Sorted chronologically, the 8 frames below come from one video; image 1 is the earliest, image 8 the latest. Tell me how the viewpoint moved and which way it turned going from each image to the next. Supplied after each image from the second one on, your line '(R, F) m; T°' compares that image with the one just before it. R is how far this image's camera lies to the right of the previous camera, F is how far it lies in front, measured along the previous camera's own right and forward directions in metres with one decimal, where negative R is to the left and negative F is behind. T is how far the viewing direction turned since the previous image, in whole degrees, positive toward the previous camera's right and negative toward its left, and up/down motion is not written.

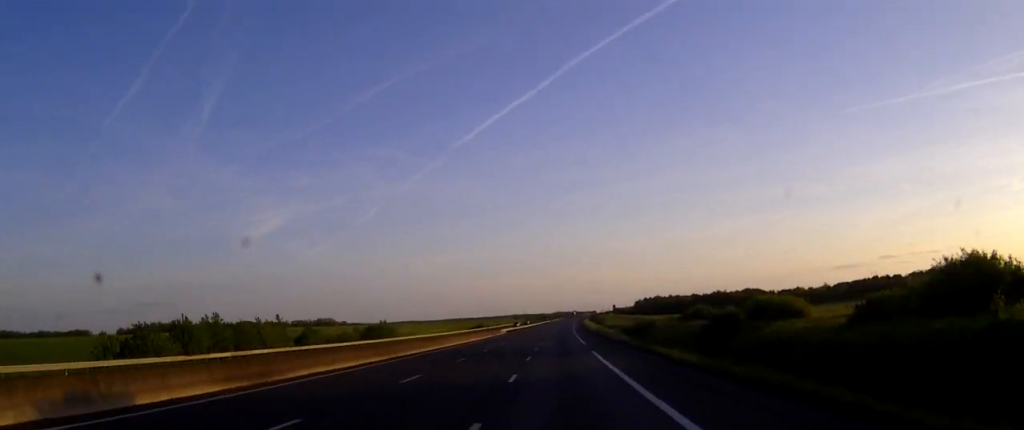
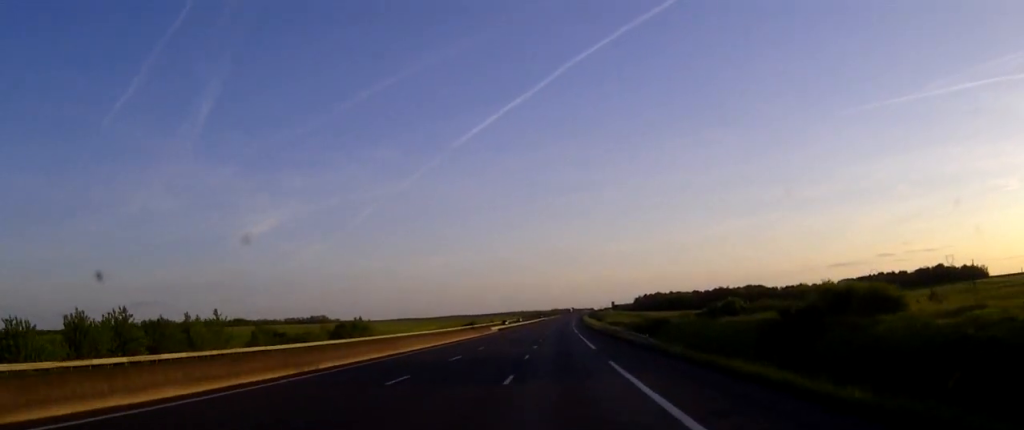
(0.0, +15.5) m; 0°
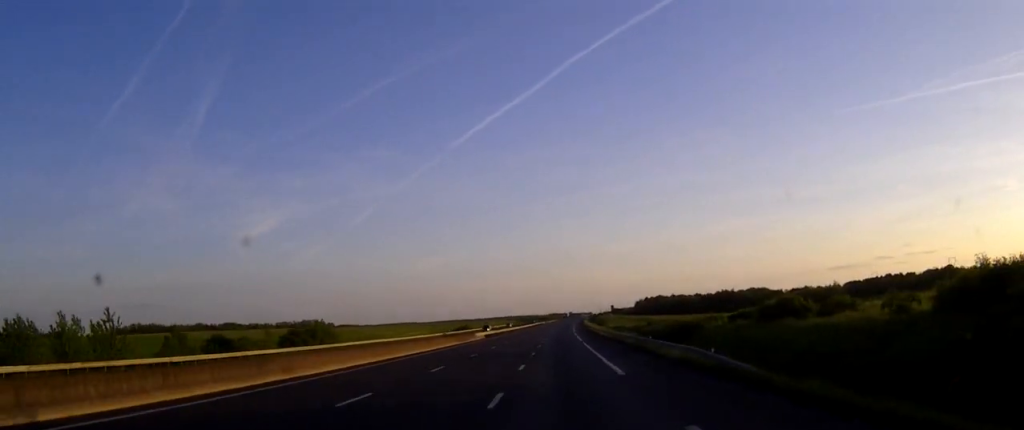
(+0.1, +18.2) m; 0°
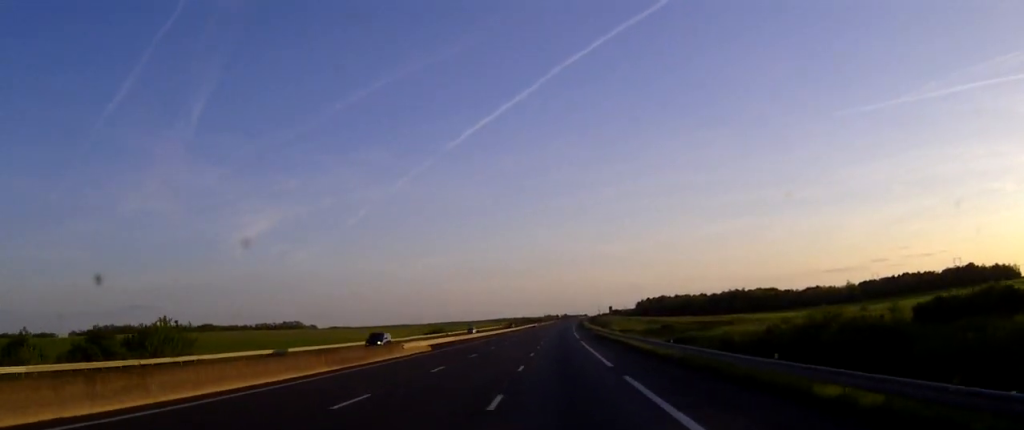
(0.0, +40.0) m; 0°
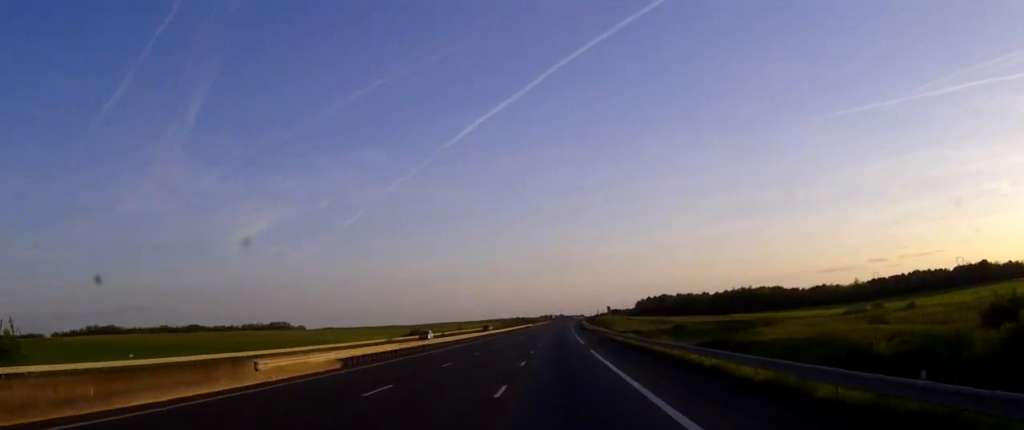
(0.0, +23.7) m; 0°
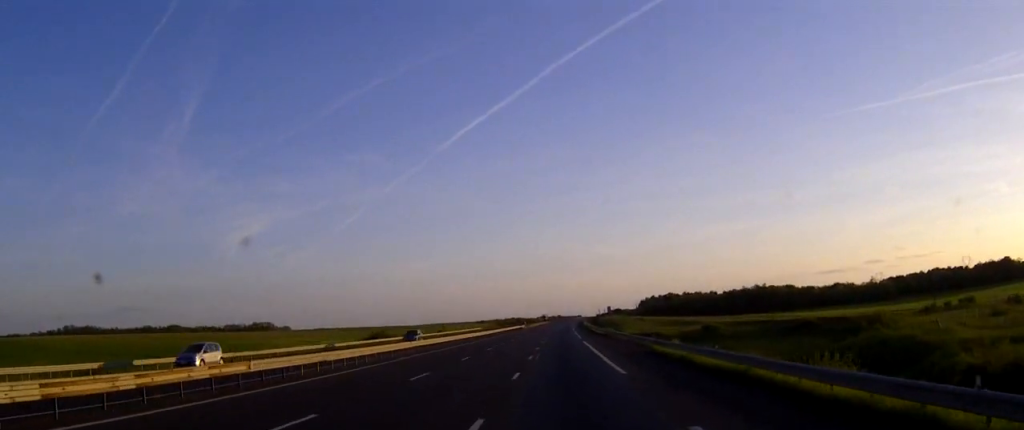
(+0.2, +33.7) m; 0°
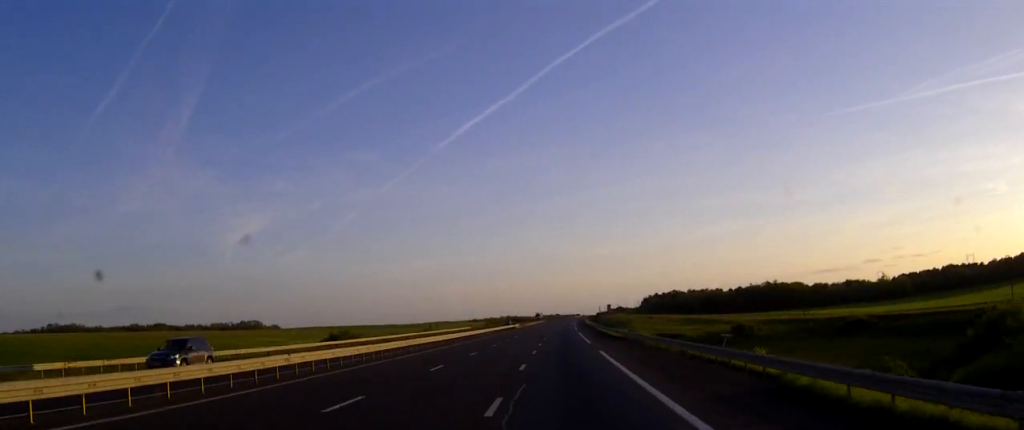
(0.0, +22.9) m; 0°
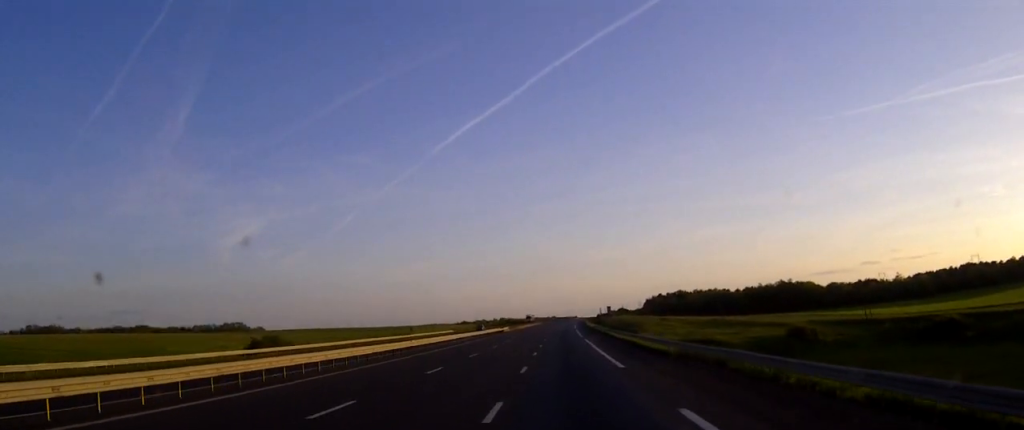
(+0.1, +27.4) m; 0°
